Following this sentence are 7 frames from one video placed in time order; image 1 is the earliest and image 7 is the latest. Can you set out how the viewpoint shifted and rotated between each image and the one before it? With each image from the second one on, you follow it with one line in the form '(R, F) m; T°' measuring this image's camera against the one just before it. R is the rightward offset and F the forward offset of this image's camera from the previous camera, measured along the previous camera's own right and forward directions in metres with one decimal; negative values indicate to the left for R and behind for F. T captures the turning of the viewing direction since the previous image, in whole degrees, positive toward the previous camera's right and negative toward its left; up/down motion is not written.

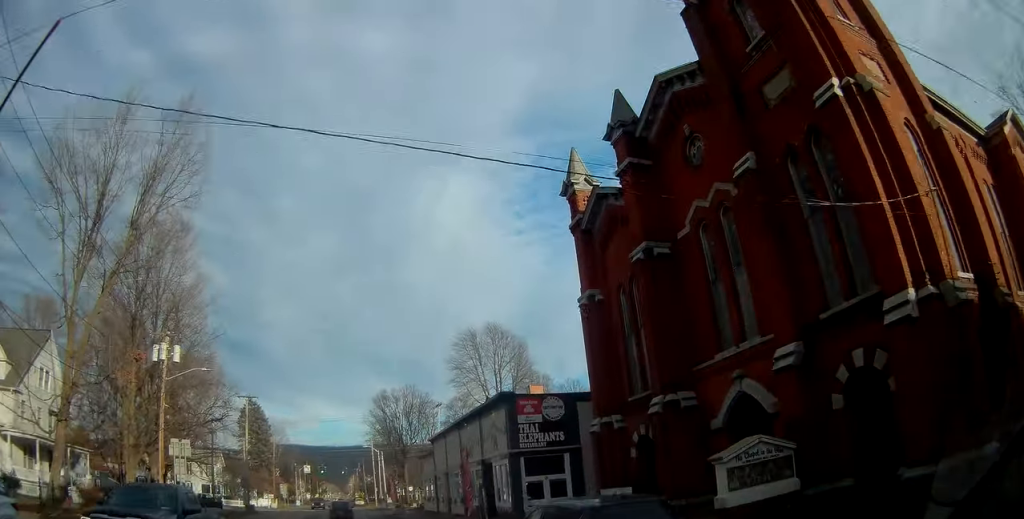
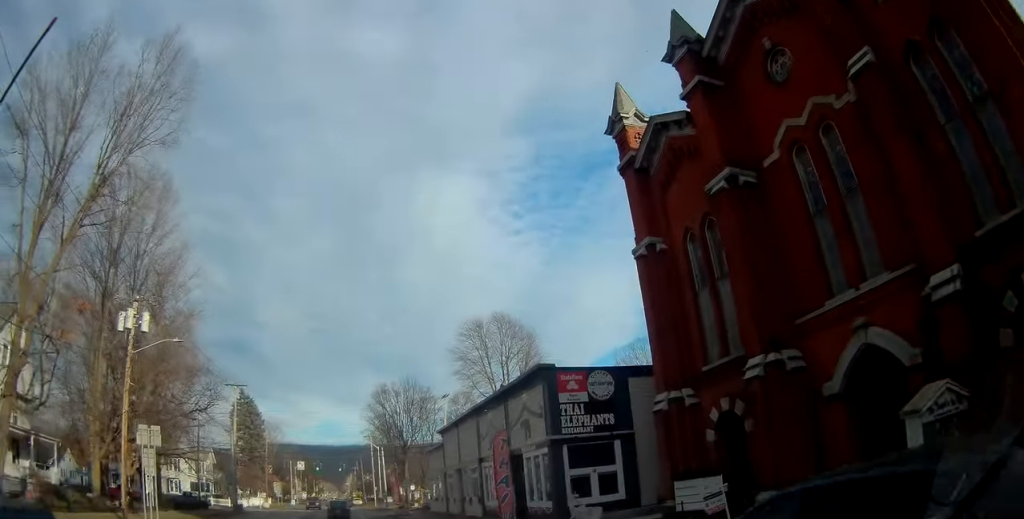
(+0.1, +5.6) m; +1°
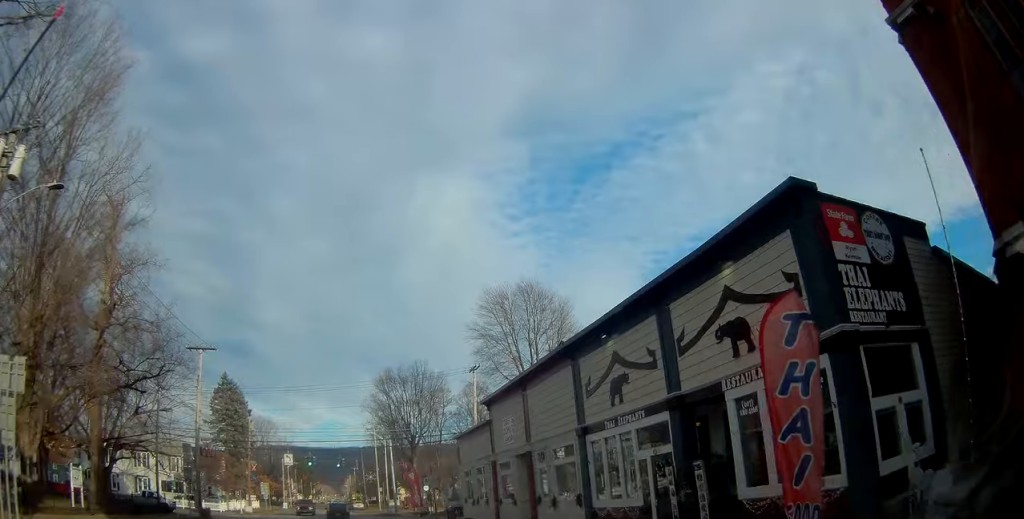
(+0.2, +14.3) m; +1°
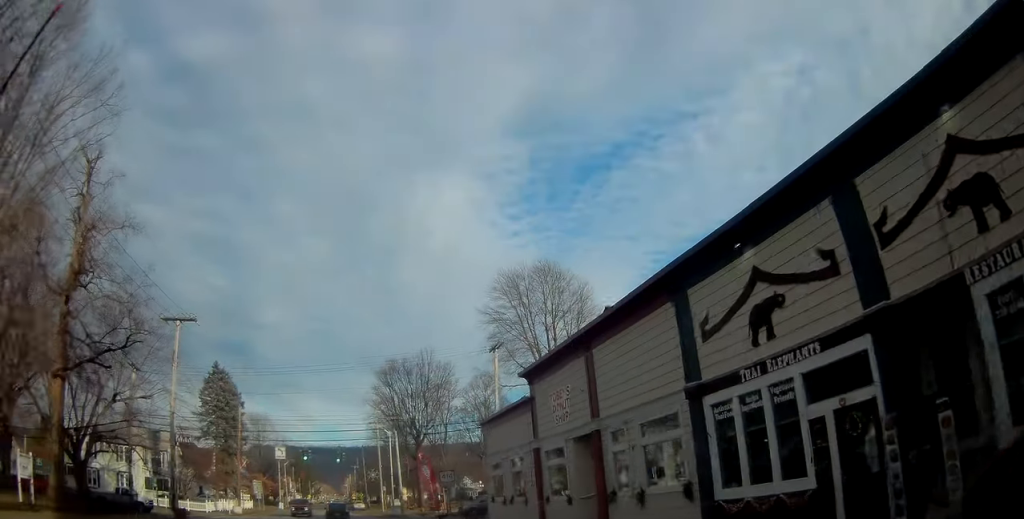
(+0.1, +6.5) m; -1°
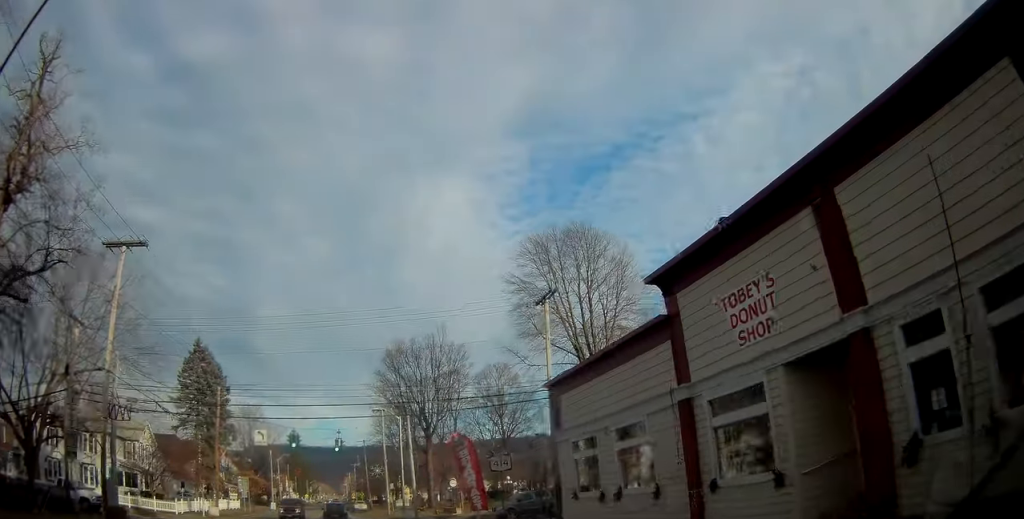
(-0.2, +10.6) m; -2°
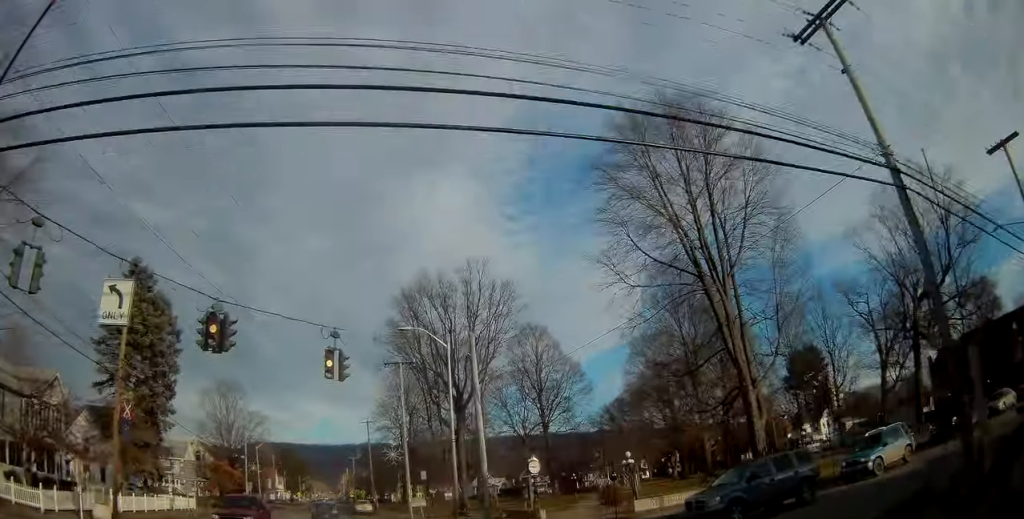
(0.0, +22.6) m; +1°
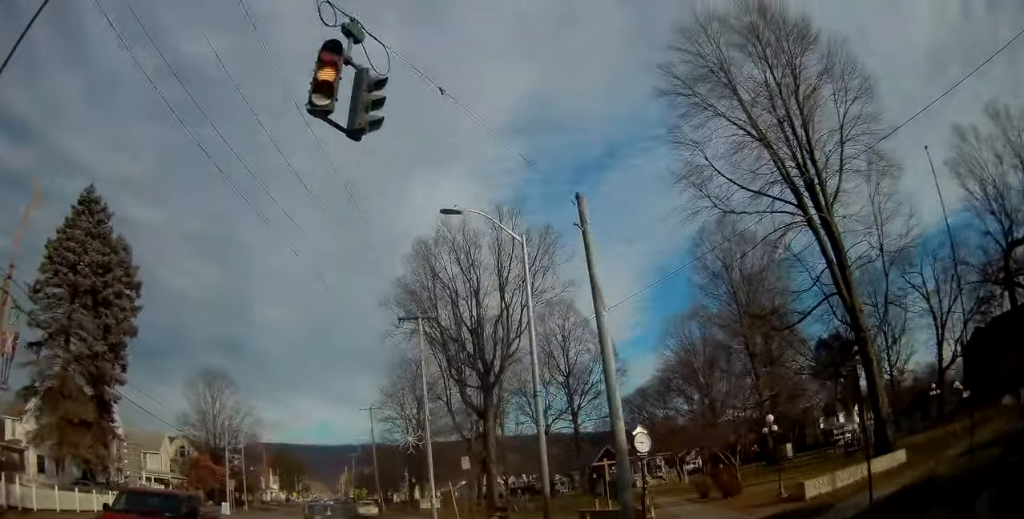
(+0.2, +11.2) m; 0°
